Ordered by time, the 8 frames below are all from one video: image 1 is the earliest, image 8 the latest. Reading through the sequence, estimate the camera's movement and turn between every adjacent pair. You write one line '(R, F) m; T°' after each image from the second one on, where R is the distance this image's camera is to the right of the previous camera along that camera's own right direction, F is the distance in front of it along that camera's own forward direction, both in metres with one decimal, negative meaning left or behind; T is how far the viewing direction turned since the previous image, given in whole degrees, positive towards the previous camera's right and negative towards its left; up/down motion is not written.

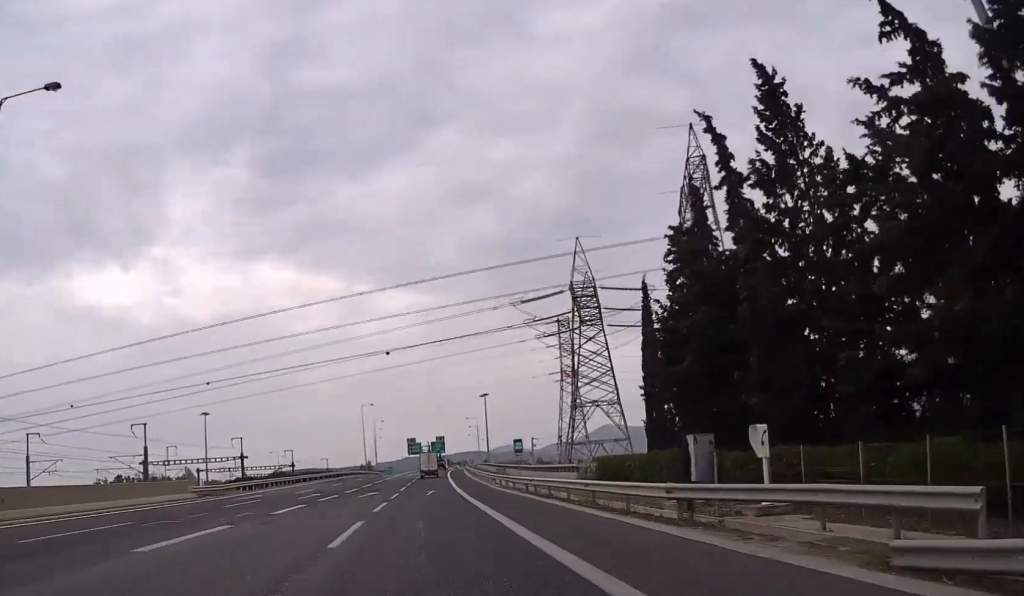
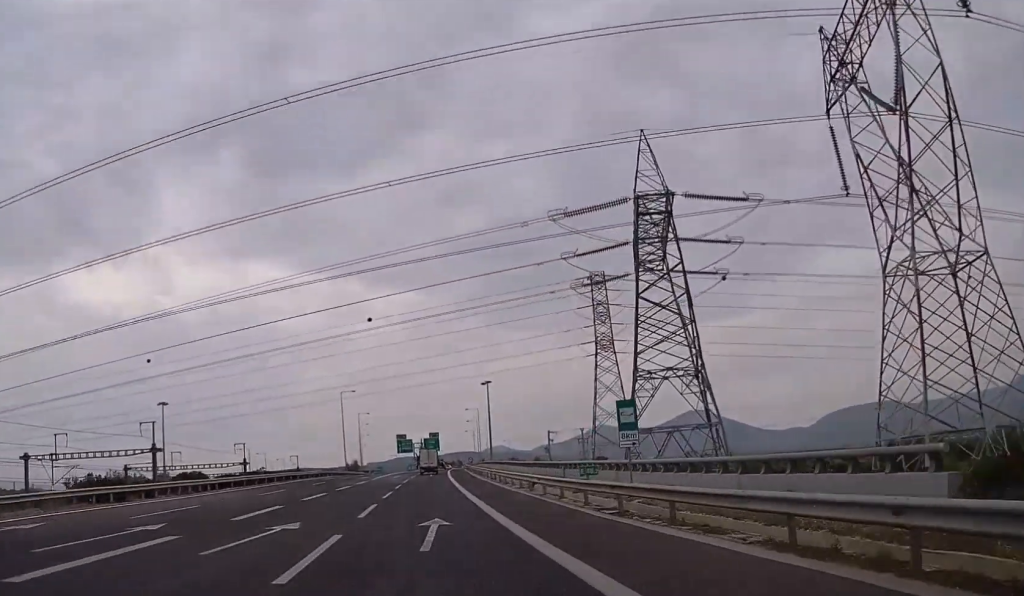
(-0.1, +28.4) m; 0°
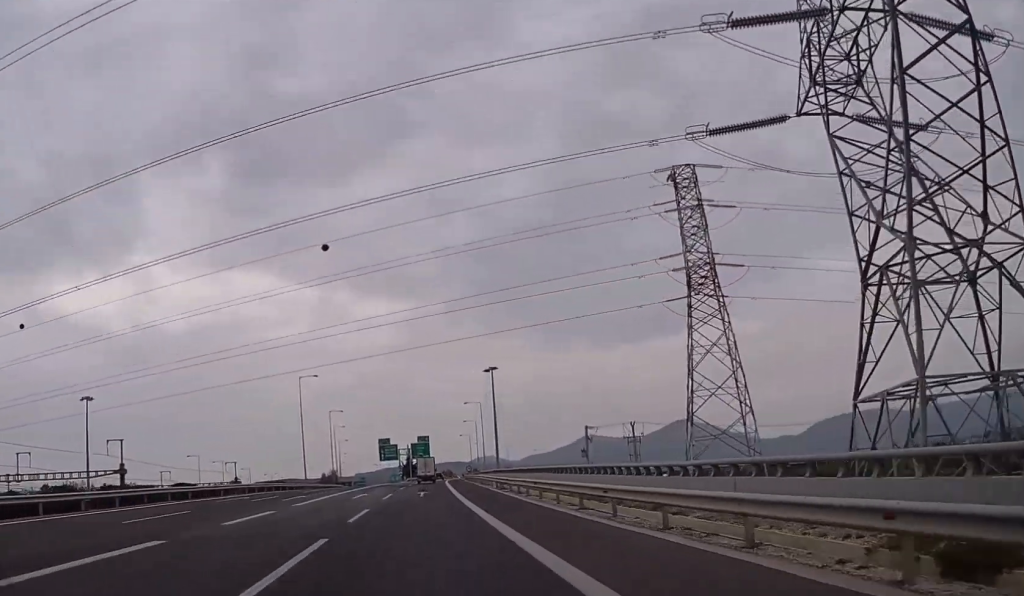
(+0.5, +36.3) m; +2°
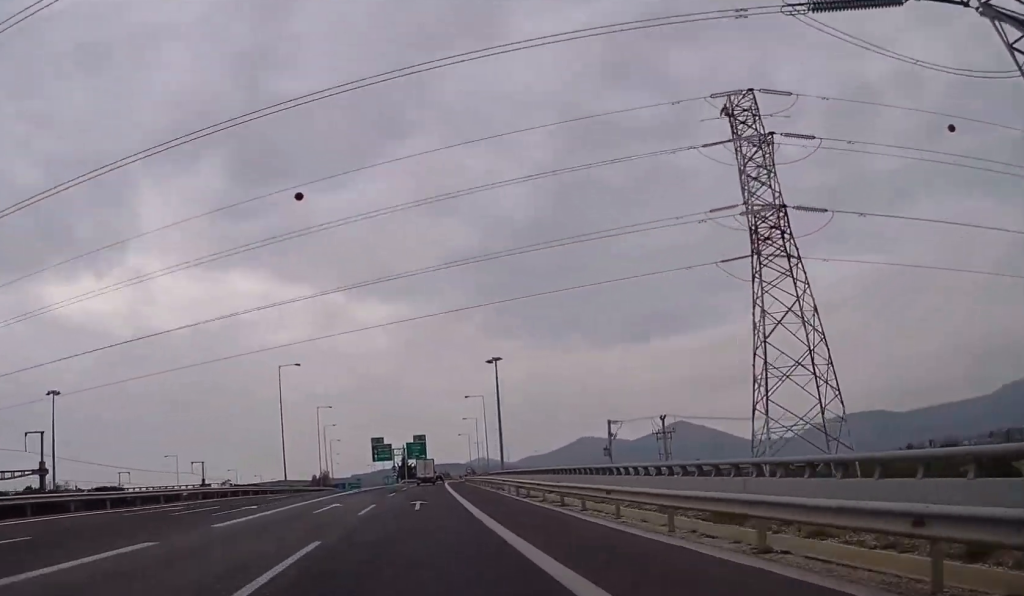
(+0.1, +12.5) m; 0°
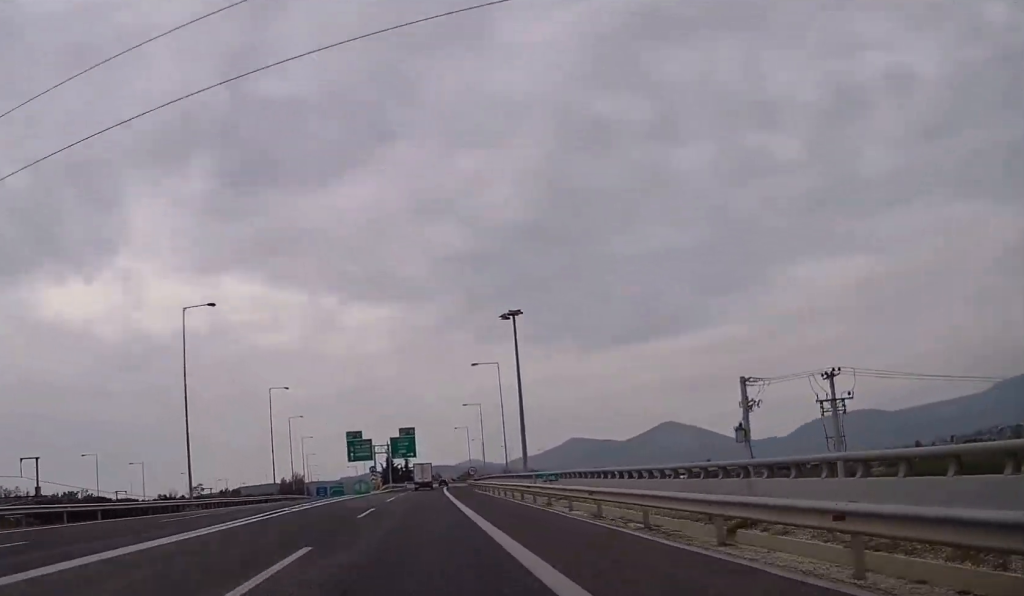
(+0.2, +34.5) m; +1°
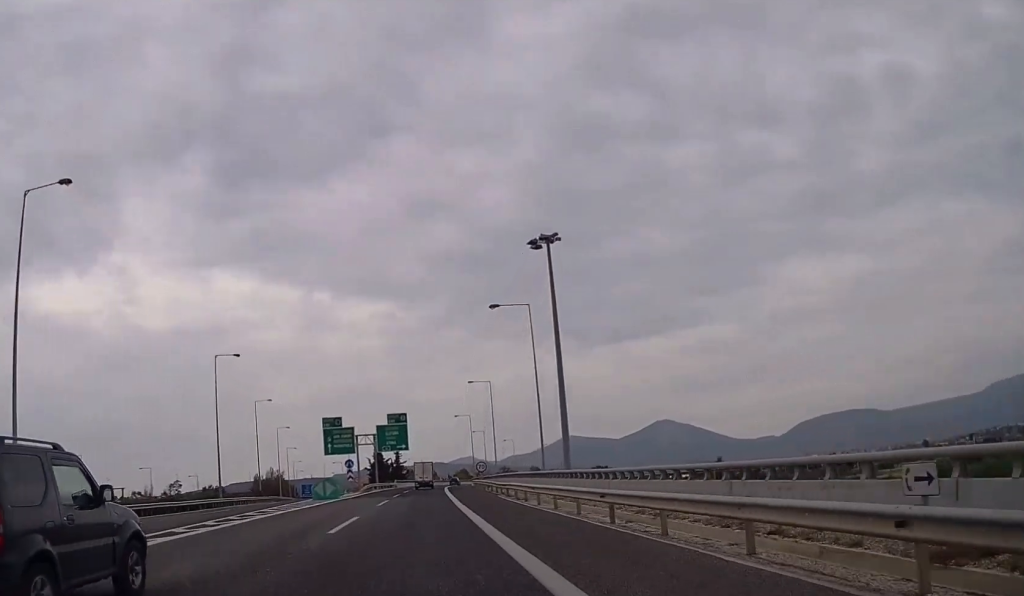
(+0.1, +24.7) m; 0°
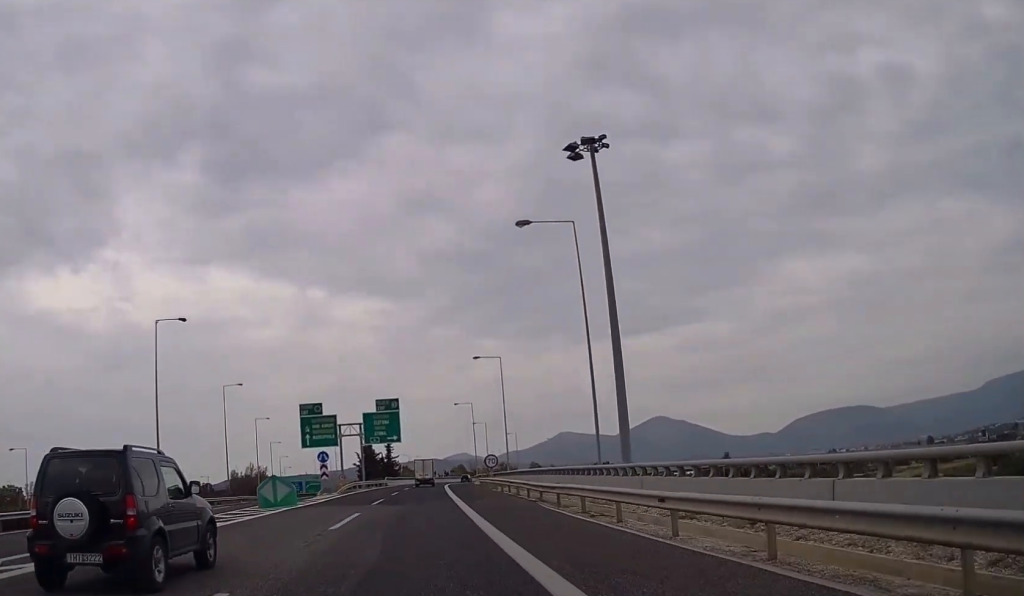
(0.0, +16.7) m; 0°
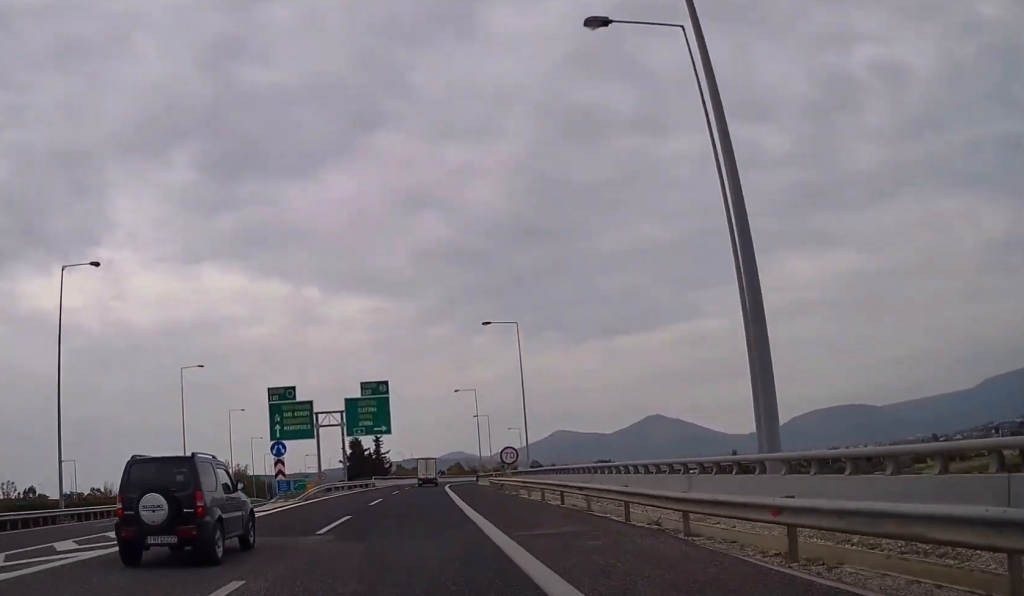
(0.0, +16.6) m; +1°
